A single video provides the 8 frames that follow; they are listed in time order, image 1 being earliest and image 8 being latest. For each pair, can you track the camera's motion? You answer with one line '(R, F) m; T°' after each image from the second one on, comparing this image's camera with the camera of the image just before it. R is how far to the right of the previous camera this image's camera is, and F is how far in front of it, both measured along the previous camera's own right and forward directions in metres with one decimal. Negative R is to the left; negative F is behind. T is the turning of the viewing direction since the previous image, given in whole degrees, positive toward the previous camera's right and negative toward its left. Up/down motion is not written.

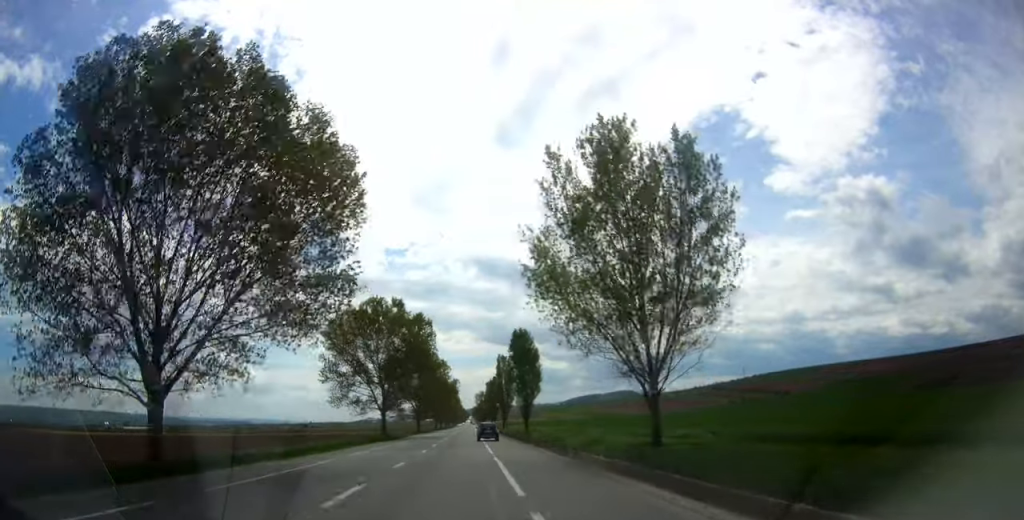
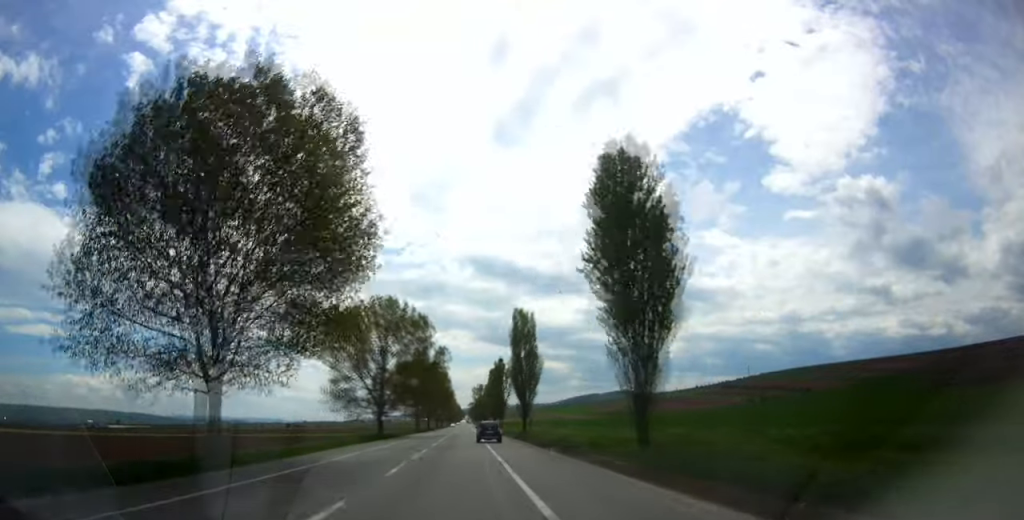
(-0.4, +49.0) m; 0°
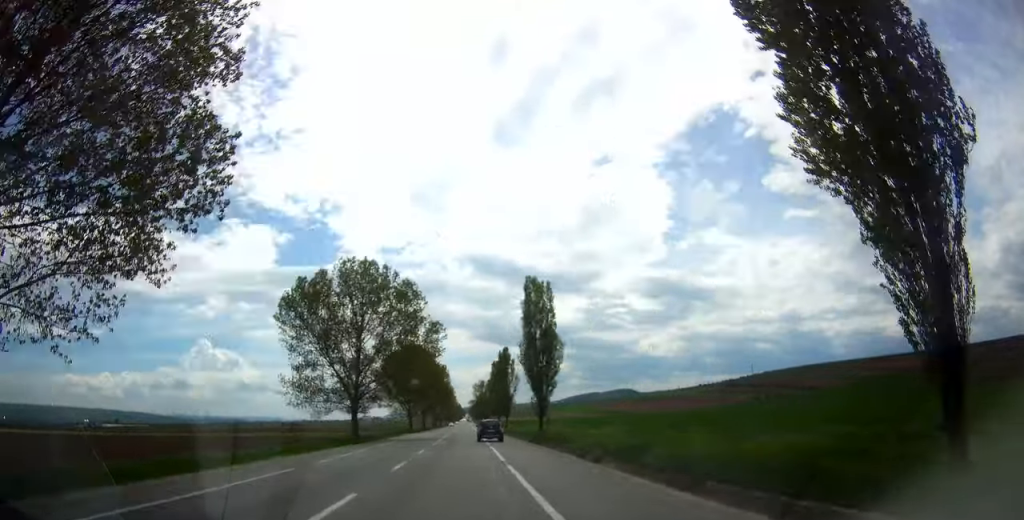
(-0.1, +16.4) m; 0°
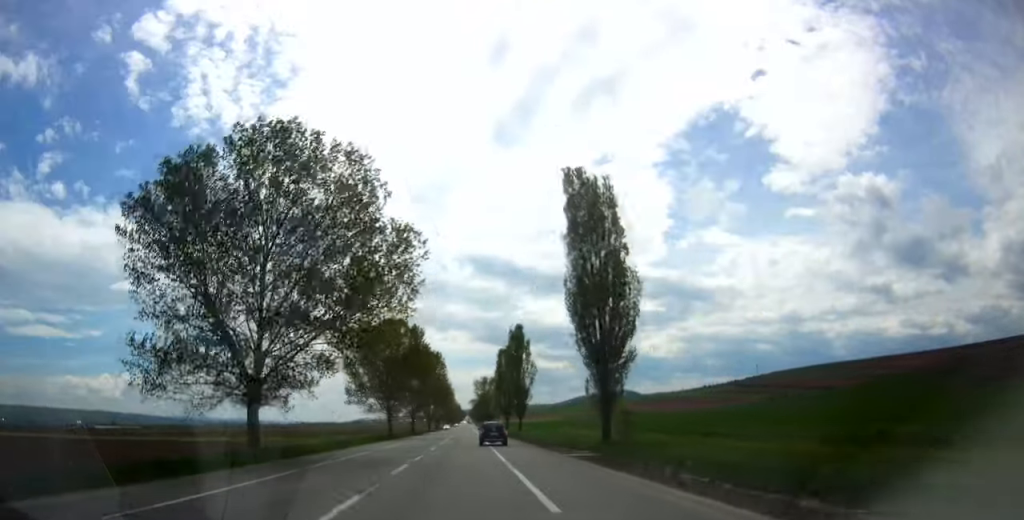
(+0.4, +27.5) m; 0°
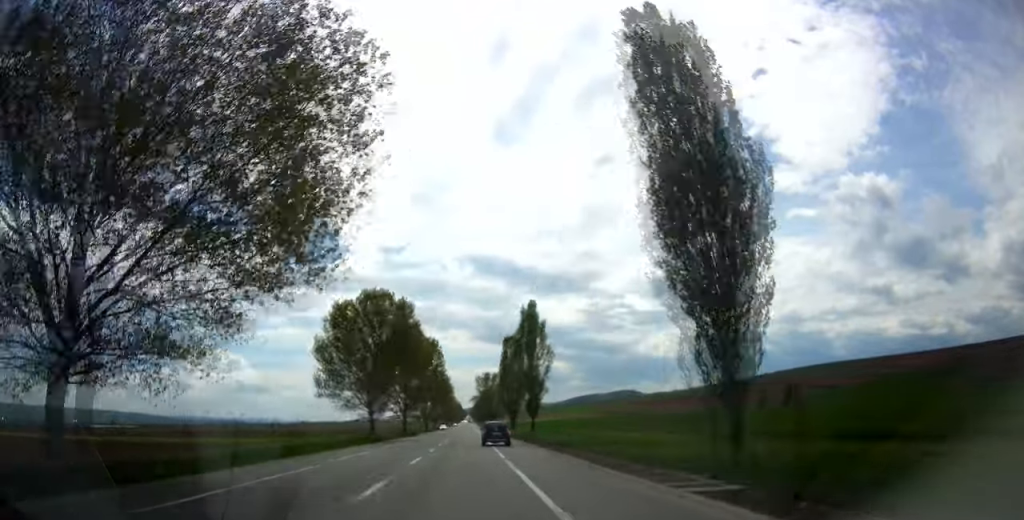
(0.0, +15.2) m; 0°
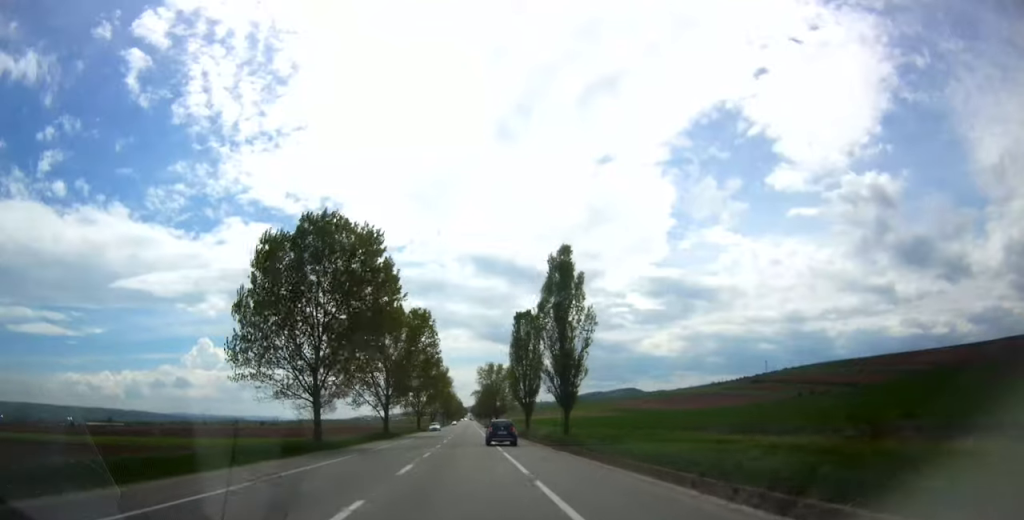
(-0.1, +22.1) m; 0°
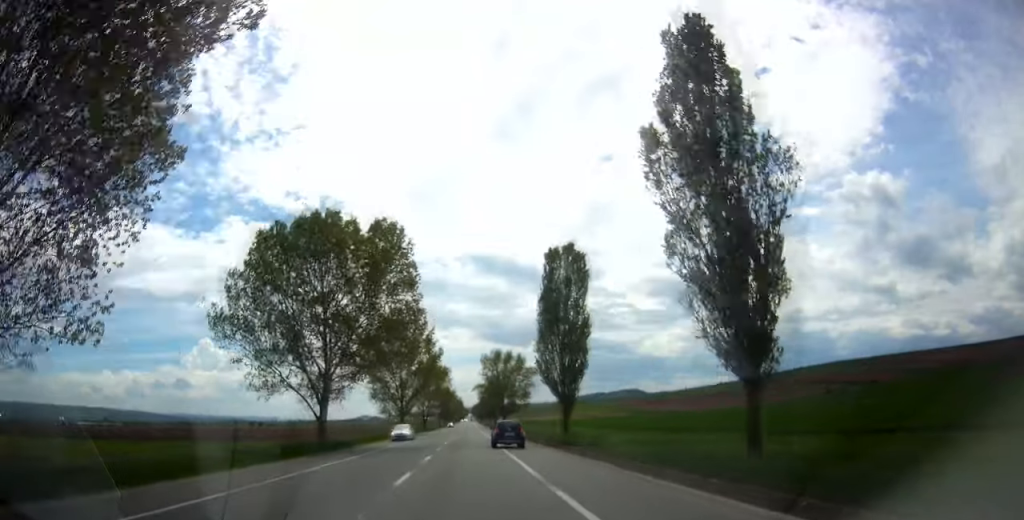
(+0.2, +30.5) m; 0°
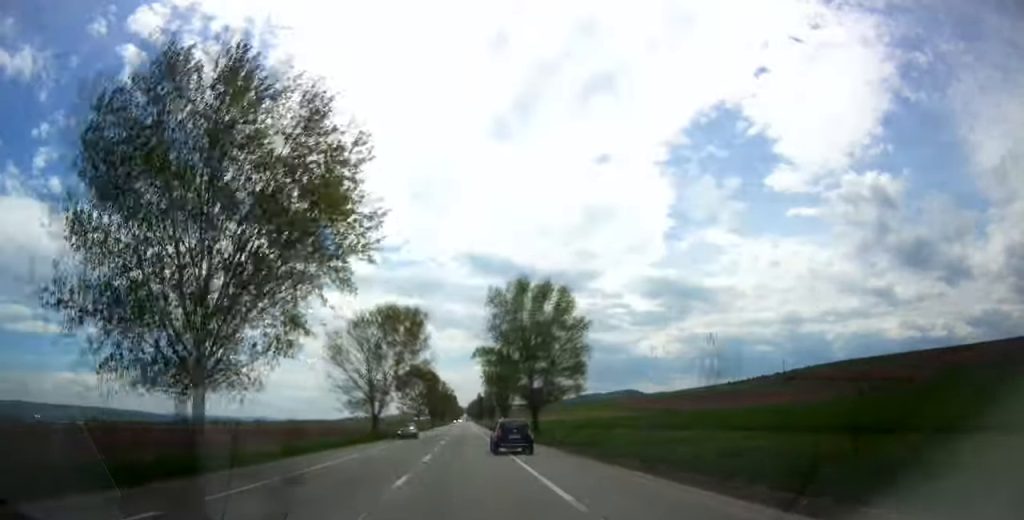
(0.0, +64.1) m; 0°
